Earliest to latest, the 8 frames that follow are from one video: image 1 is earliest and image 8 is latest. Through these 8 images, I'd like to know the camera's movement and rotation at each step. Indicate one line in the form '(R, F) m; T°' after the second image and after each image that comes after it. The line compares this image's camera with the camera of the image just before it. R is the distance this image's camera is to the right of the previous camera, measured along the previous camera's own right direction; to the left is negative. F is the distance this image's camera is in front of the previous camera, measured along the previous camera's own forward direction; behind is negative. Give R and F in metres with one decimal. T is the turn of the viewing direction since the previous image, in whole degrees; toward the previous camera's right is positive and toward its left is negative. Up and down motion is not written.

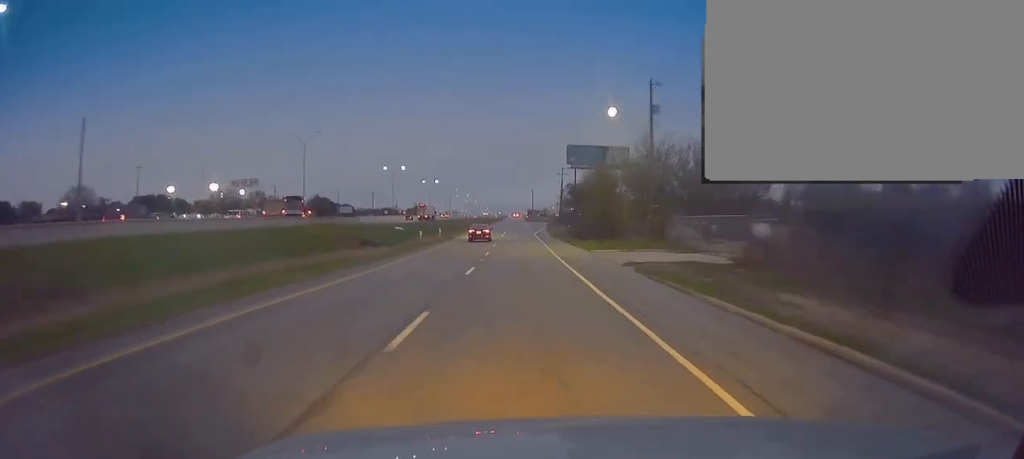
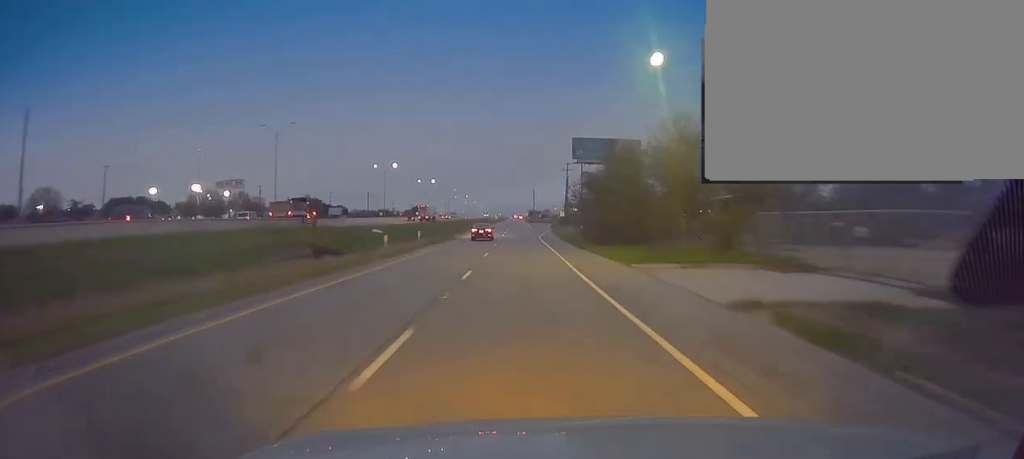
(0.0, +14.4) m; 0°
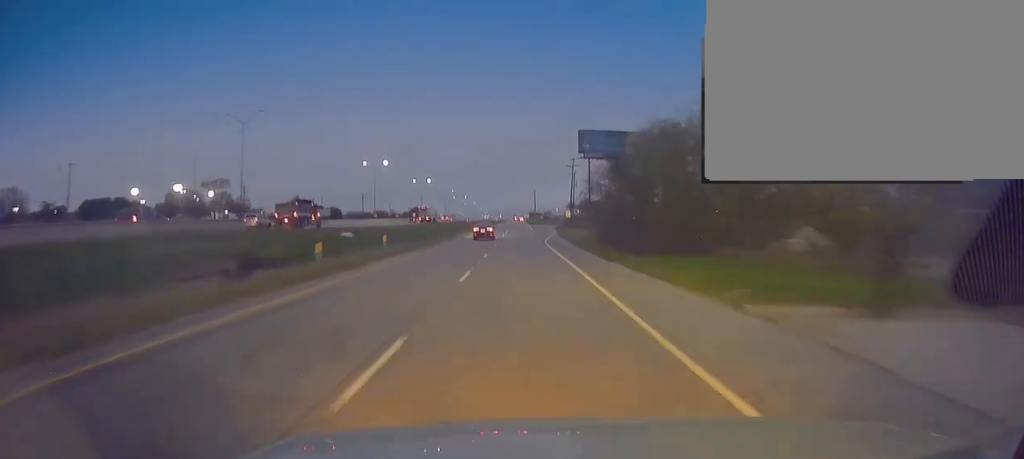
(0.0, +13.4) m; 0°
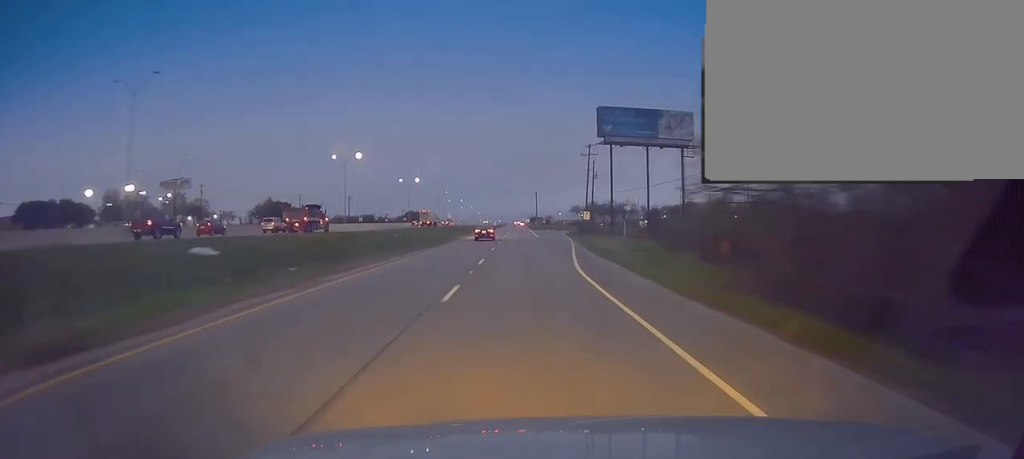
(0.0, +29.9) m; 0°
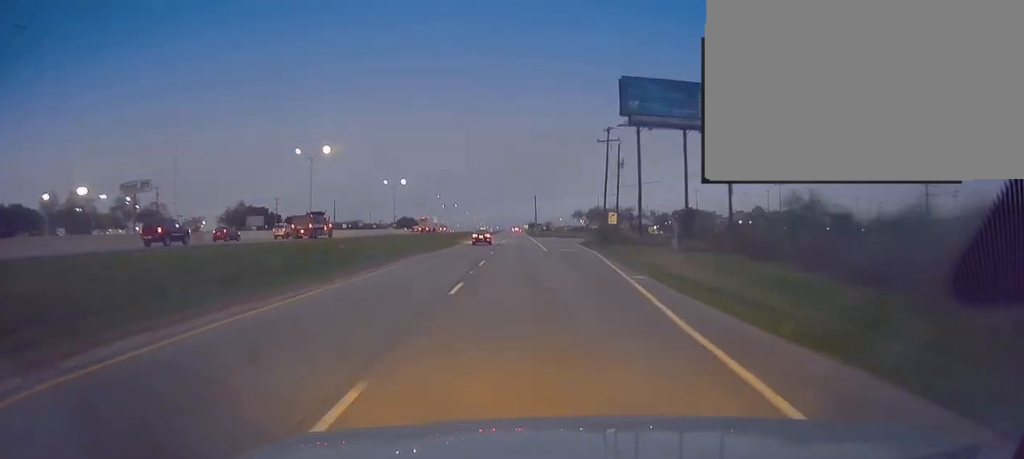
(0.0, +22.7) m; 0°
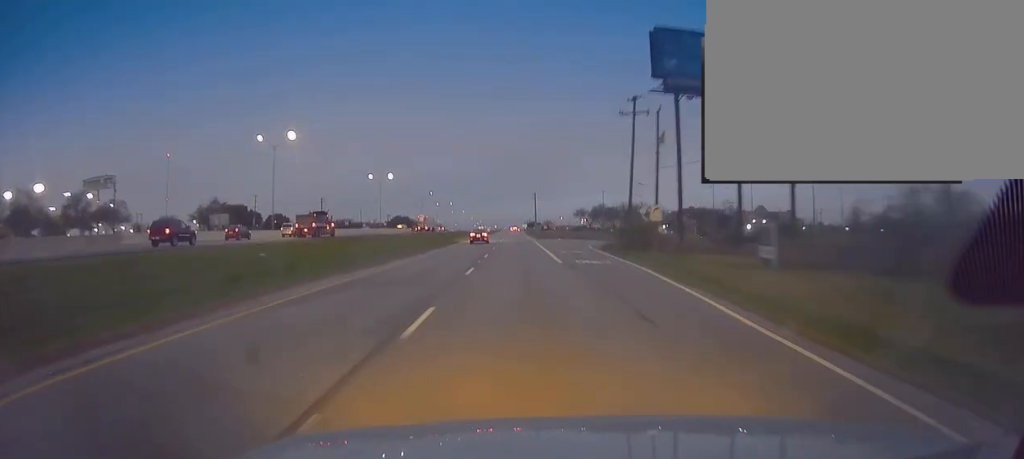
(0.0, +18.2) m; 0°
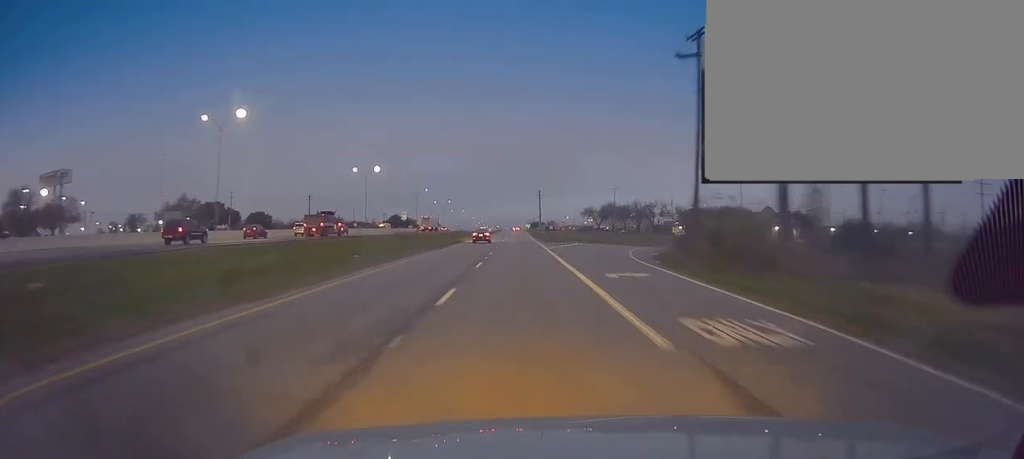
(0.0, +20.8) m; 0°
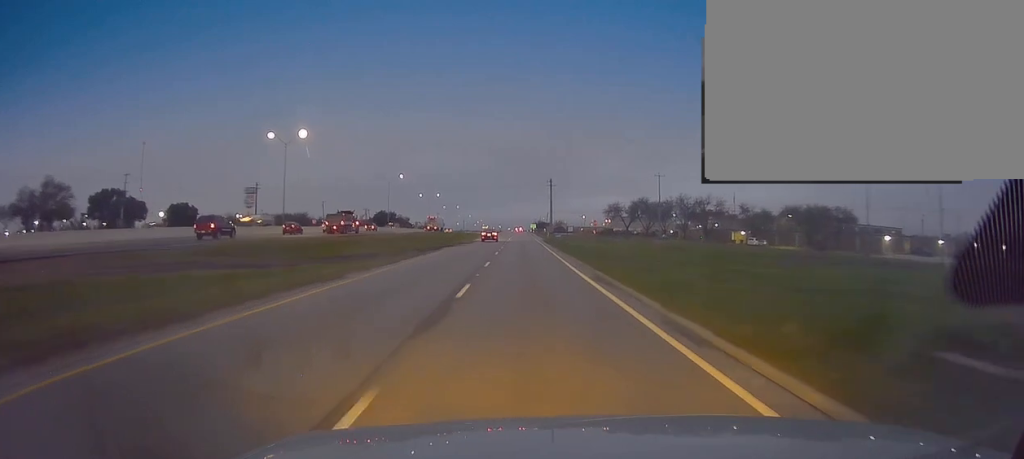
(-0.1, +59.1) m; 0°
